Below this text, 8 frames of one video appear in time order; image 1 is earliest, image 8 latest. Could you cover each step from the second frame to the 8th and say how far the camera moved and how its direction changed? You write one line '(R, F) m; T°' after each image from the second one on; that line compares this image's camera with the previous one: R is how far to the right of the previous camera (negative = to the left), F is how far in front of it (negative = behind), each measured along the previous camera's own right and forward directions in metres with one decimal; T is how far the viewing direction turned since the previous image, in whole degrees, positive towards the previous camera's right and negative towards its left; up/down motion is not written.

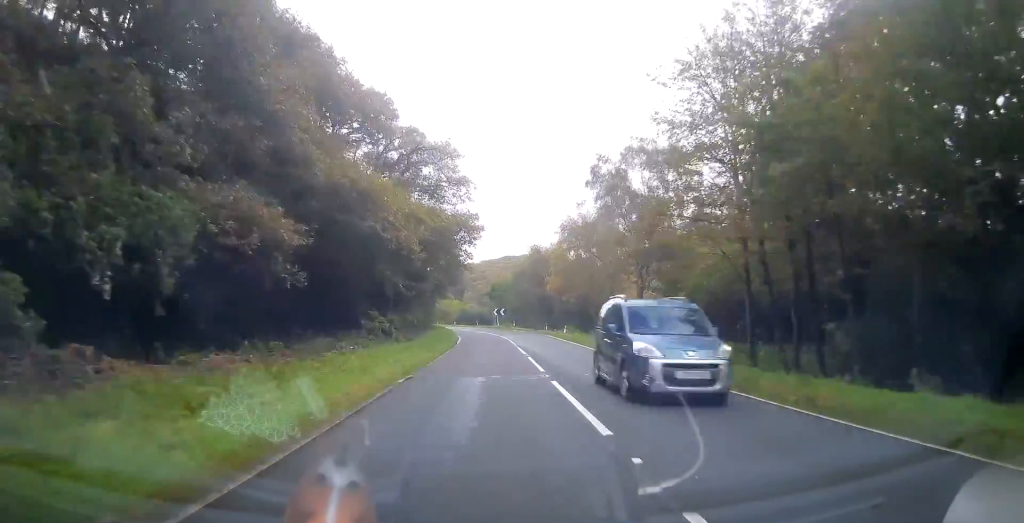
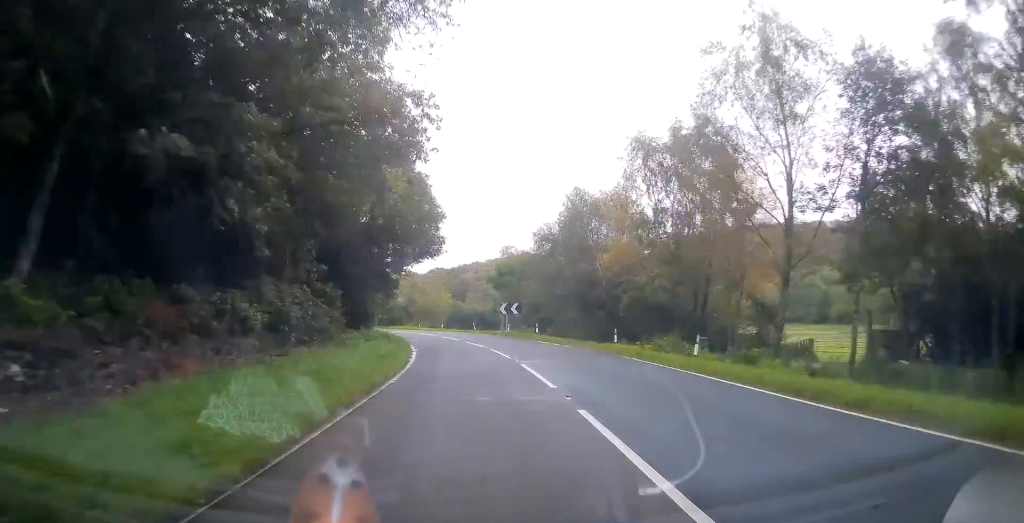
(+0.2, +30.9) m; -1°
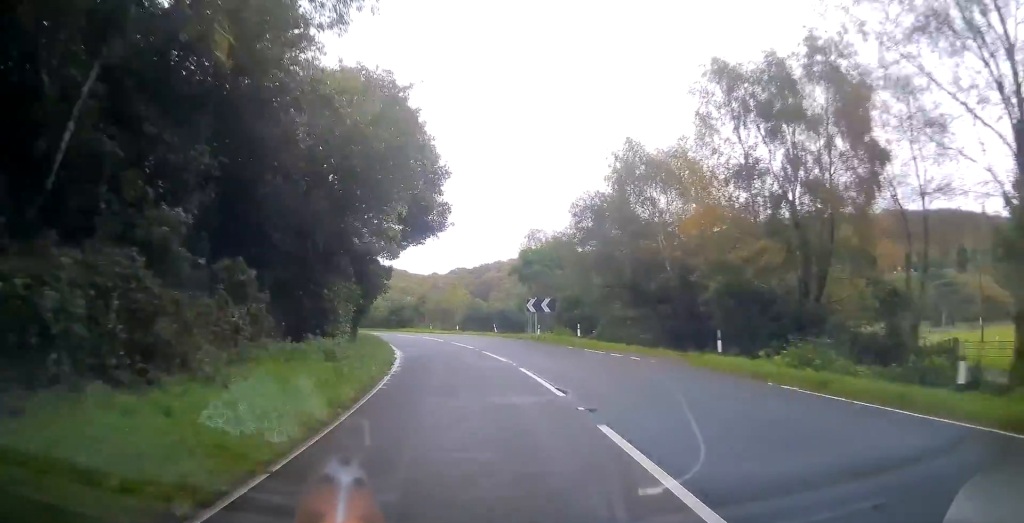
(+0.2, +10.3) m; -2°
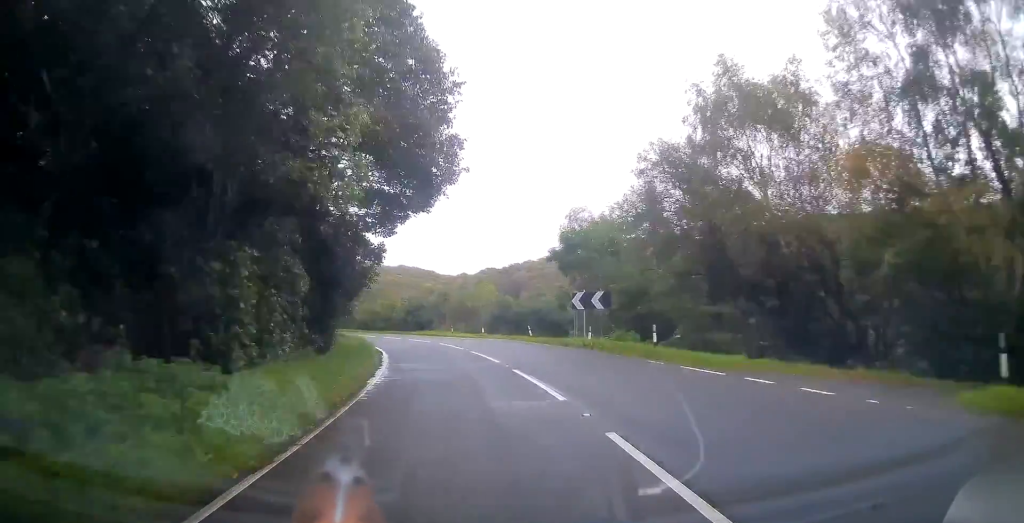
(-0.5, +9.4) m; -4°
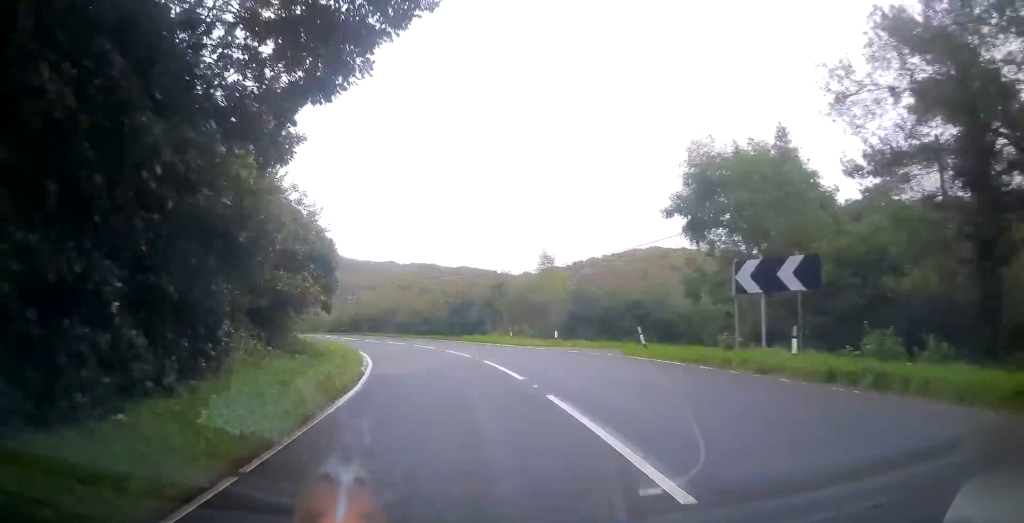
(-0.9, +14.8) m; -7°
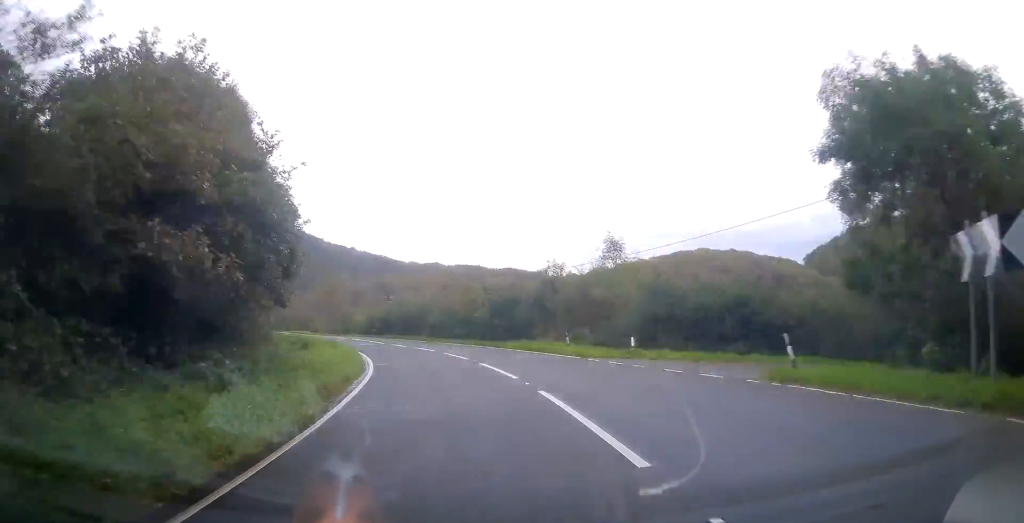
(0.0, +7.9) m; -4°
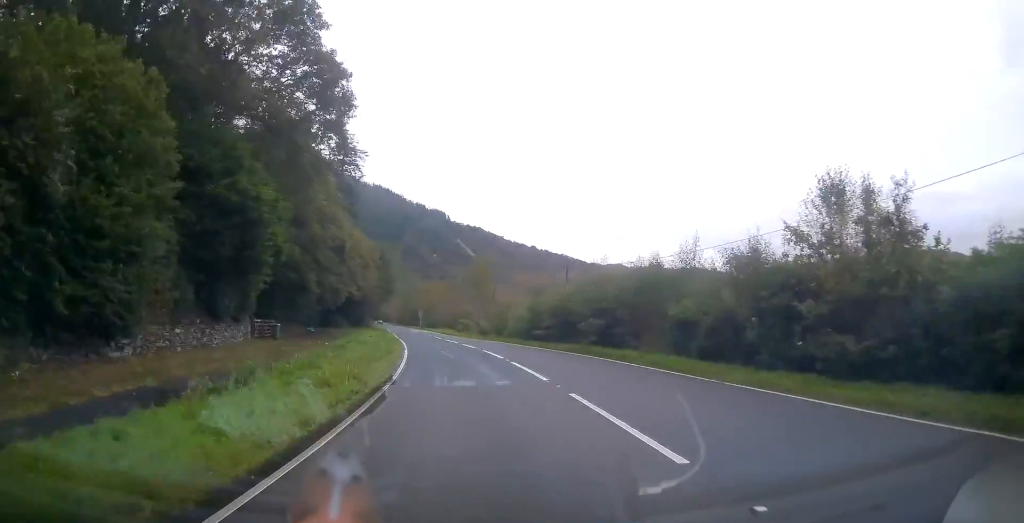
(-5.6, +35.4) m; -16°
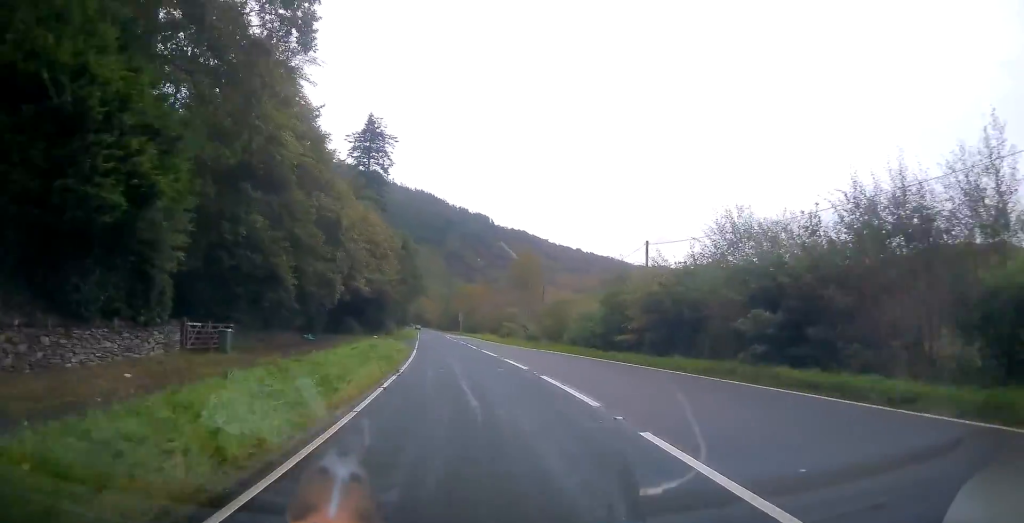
(-0.7, +14.2) m; -4°
